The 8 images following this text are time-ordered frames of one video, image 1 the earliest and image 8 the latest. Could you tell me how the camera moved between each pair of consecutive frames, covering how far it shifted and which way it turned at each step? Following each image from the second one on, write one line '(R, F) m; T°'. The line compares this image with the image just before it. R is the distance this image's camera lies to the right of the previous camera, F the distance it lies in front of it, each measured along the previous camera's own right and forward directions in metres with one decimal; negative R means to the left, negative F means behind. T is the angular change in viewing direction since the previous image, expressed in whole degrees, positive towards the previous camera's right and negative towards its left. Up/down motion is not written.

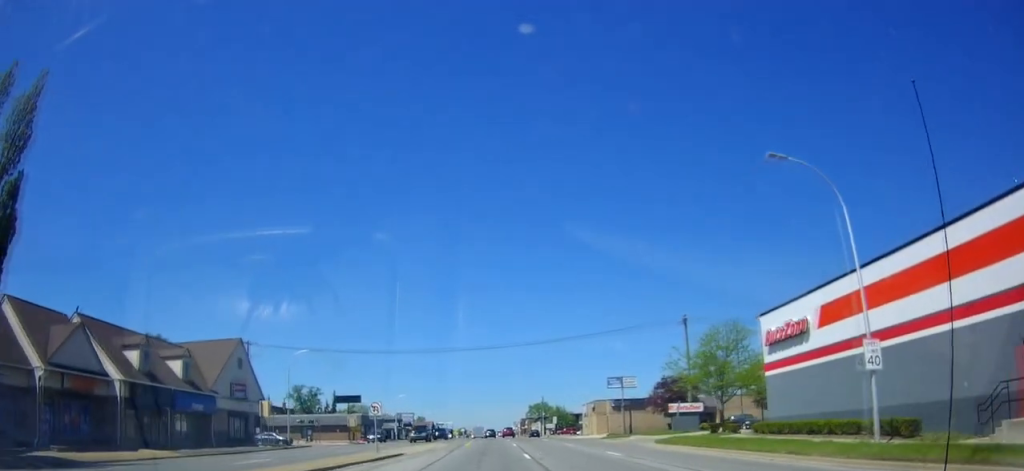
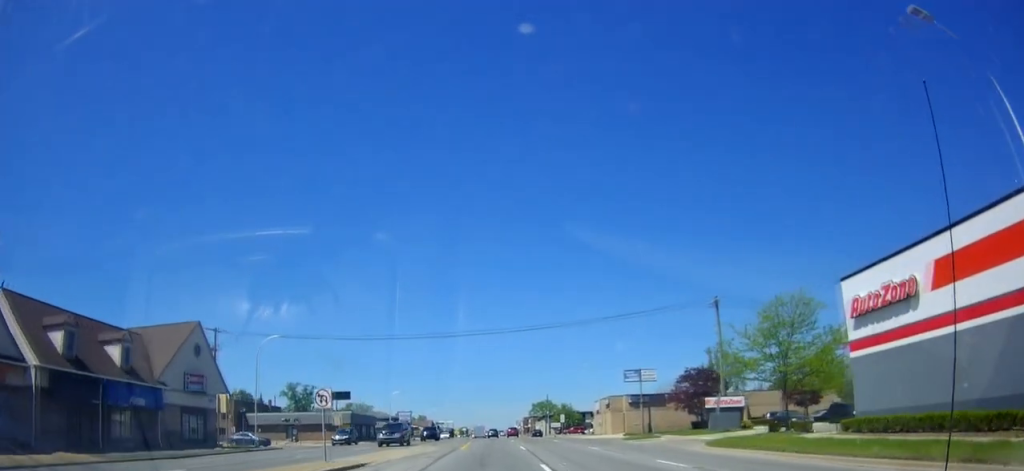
(0.0, +8.6) m; 0°
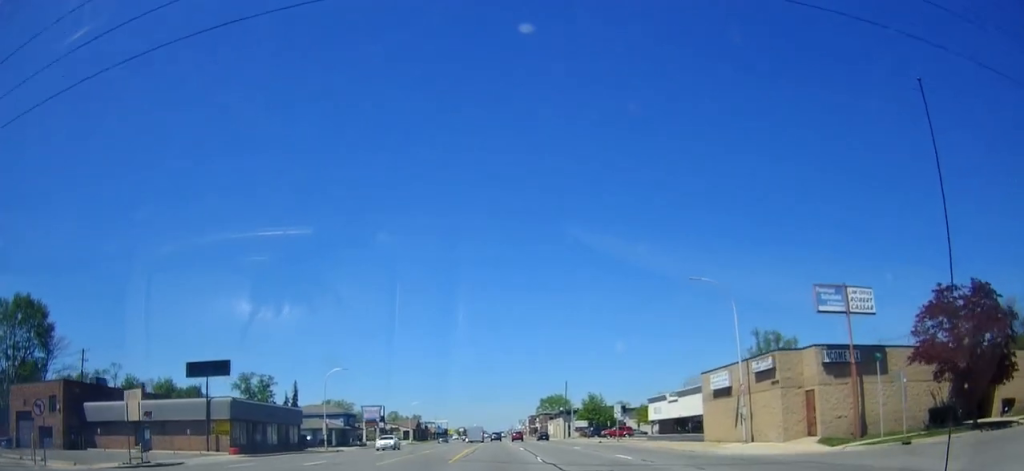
(-0.6, +42.3) m; -2°
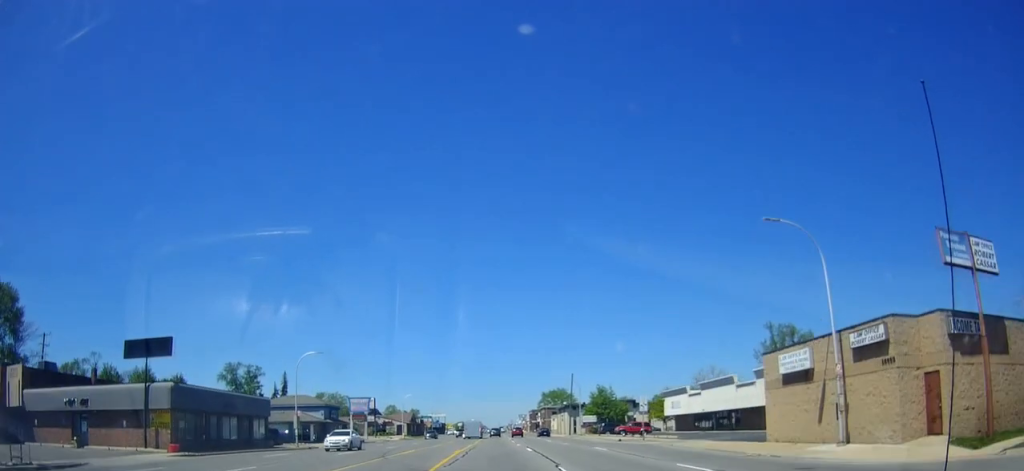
(-0.1, +9.7) m; 0°
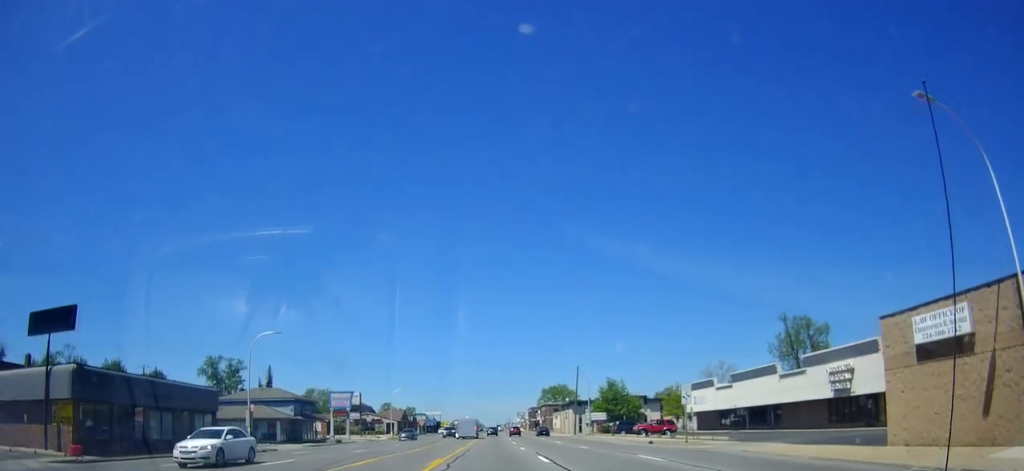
(+0.3, +10.9) m; +1°
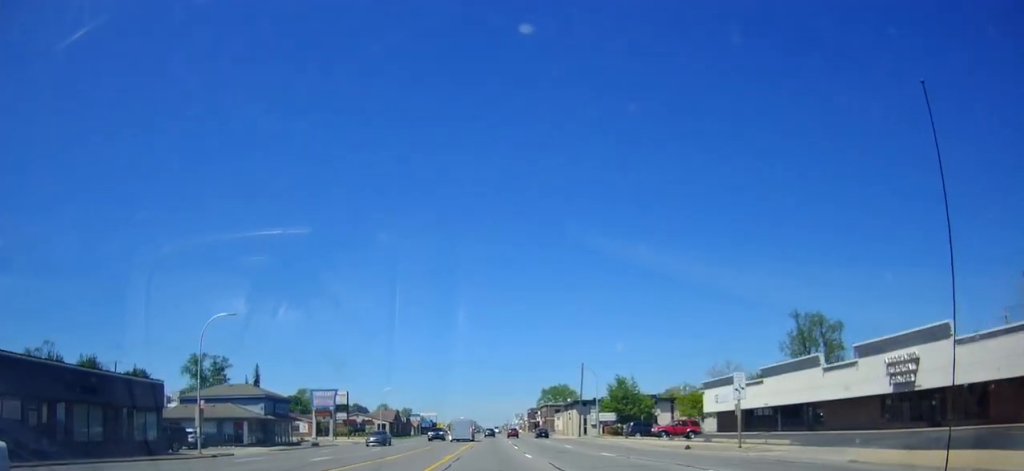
(0.0, +8.2) m; 0°
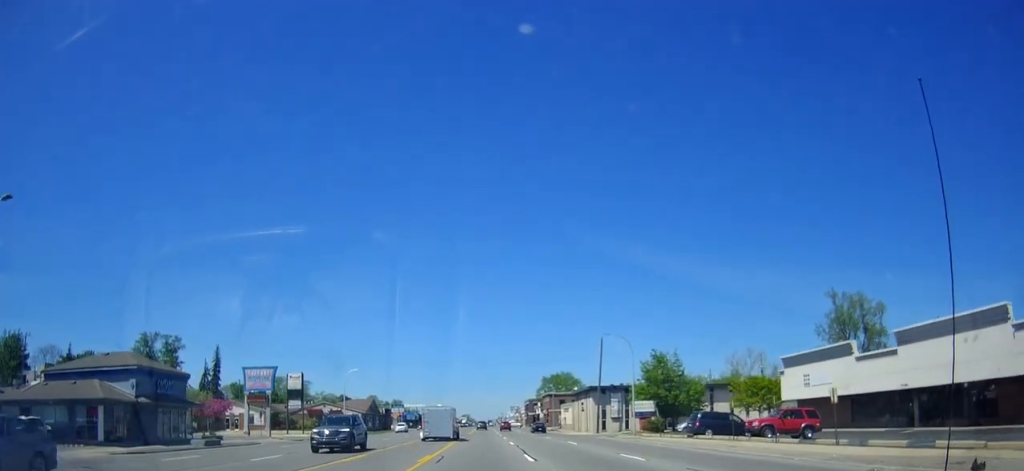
(0.0, +22.0) m; 0°
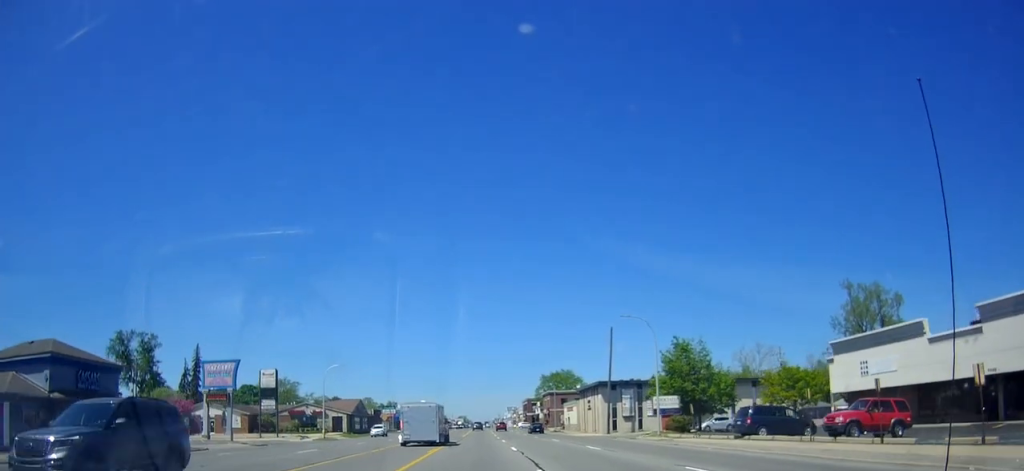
(0.0, +8.8) m; 0°
